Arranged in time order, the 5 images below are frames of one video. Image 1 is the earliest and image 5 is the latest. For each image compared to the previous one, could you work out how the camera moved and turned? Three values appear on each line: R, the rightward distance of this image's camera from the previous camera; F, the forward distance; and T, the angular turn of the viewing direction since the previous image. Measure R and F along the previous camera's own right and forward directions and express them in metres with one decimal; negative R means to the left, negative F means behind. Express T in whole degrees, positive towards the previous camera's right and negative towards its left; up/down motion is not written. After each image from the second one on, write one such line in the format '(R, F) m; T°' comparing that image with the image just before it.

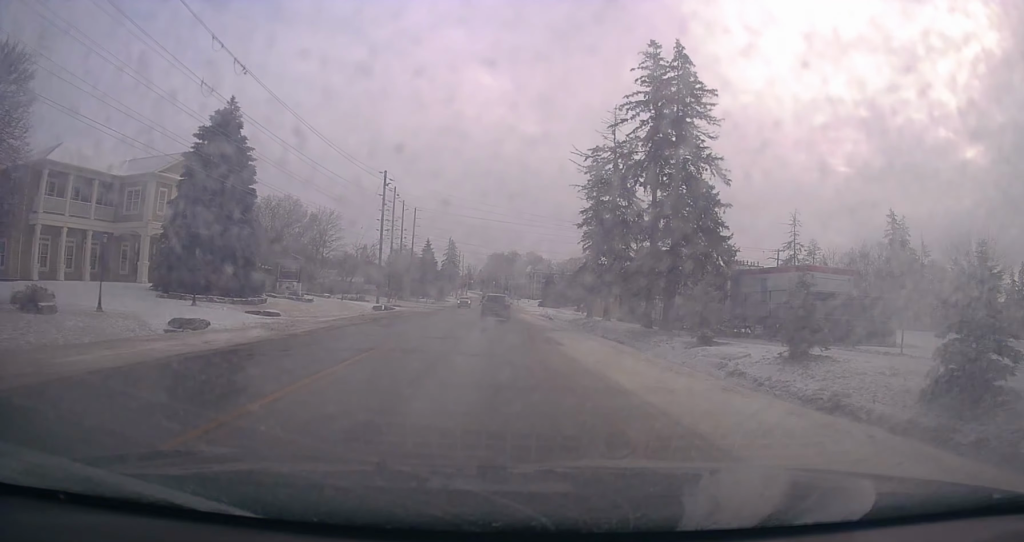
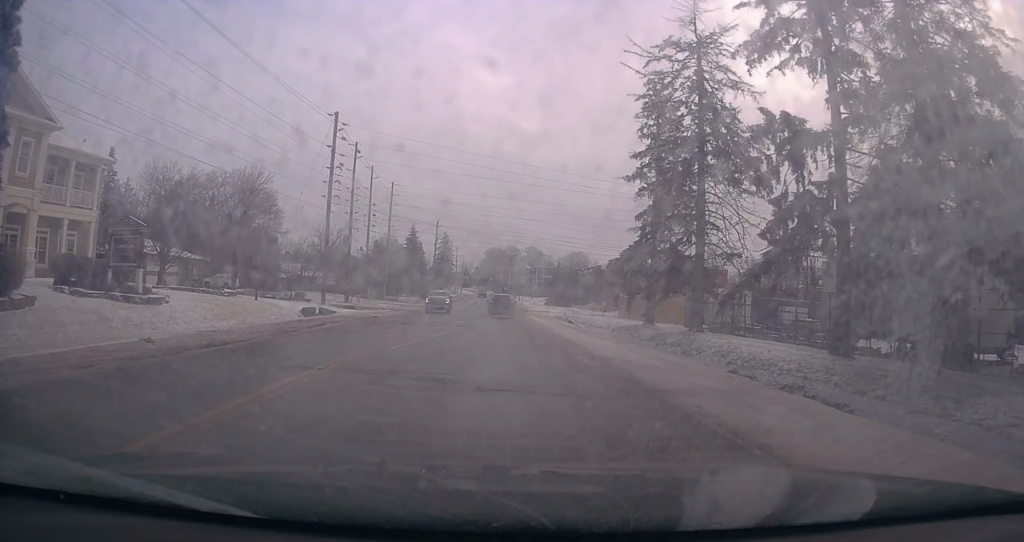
(+0.5, +23.9) m; 0°
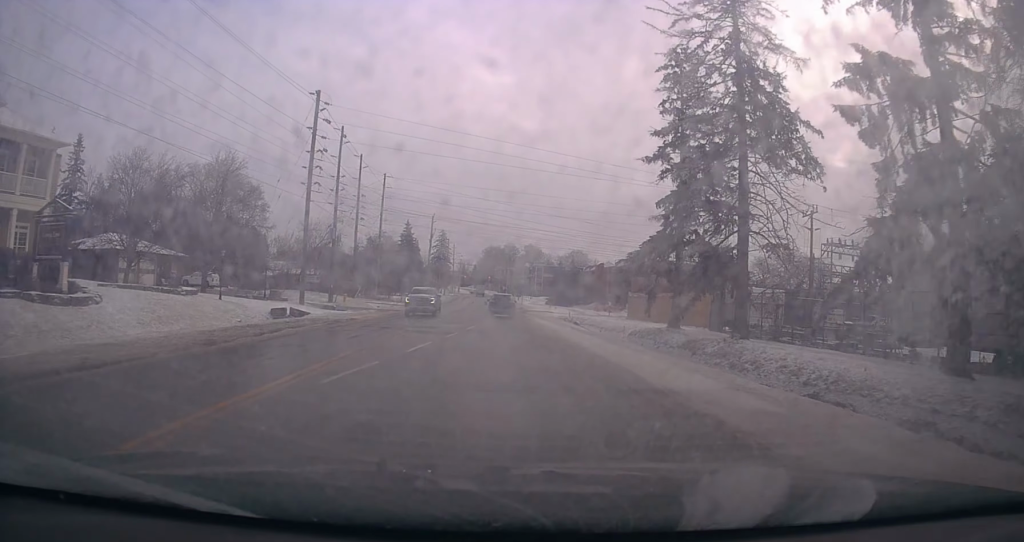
(-0.2, +5.8) m; 0°
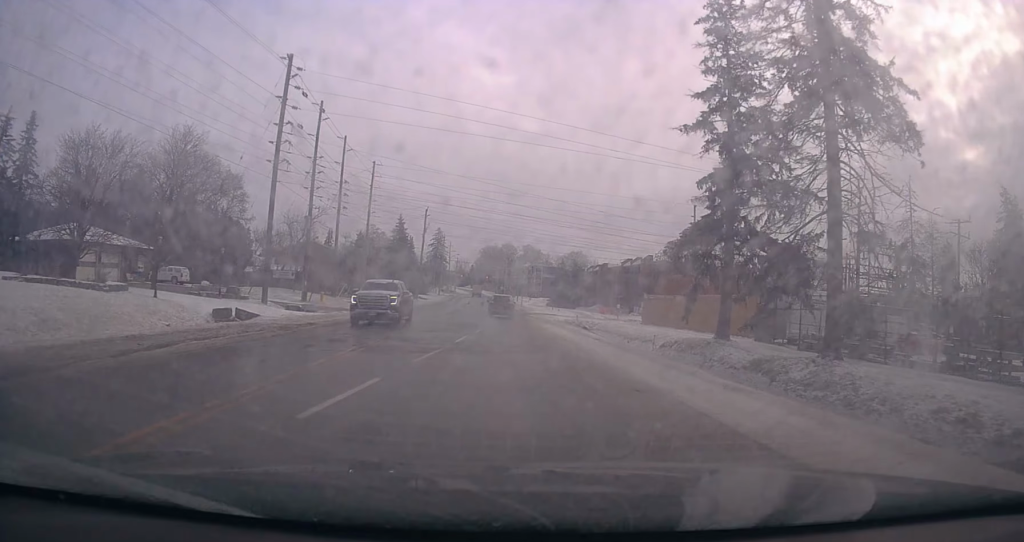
(-0.2, +7.5) m; 0°
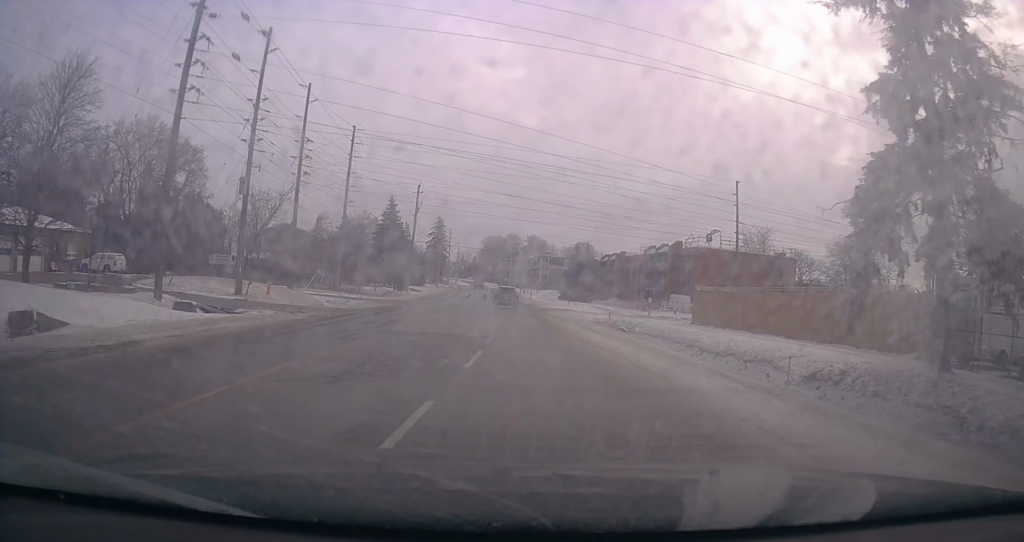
(+0.3, +13.4) m; +1°
